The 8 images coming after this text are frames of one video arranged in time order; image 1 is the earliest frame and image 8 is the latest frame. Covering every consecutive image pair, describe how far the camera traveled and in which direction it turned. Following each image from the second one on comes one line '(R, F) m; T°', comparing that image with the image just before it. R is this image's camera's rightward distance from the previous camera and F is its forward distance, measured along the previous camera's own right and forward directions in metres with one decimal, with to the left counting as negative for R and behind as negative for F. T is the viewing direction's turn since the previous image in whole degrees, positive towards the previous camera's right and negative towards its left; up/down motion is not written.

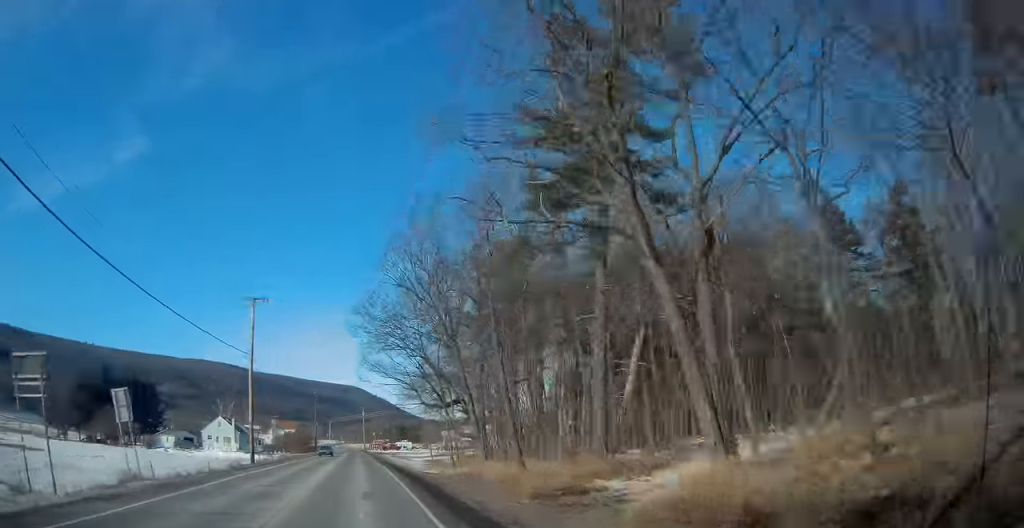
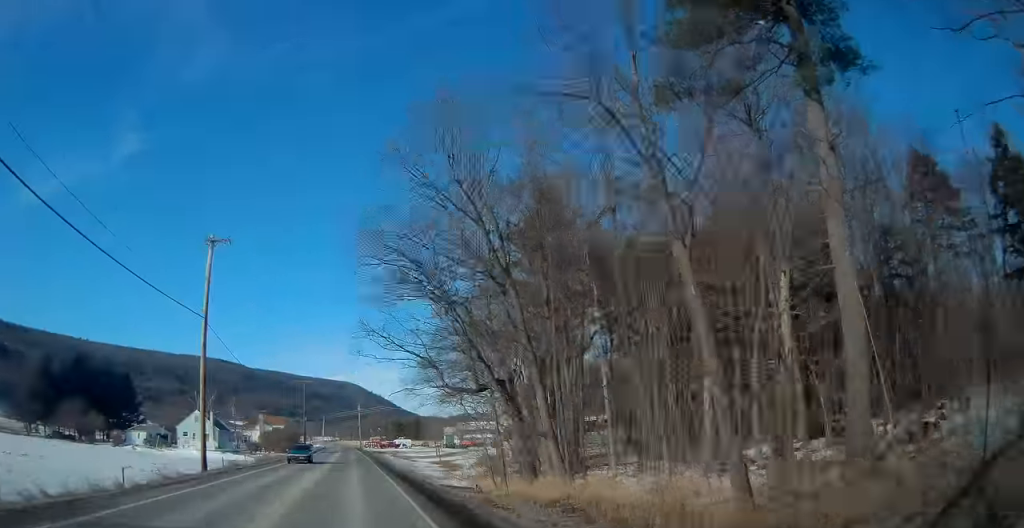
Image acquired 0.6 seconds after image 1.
(-0.2, +13.2) m; 0°
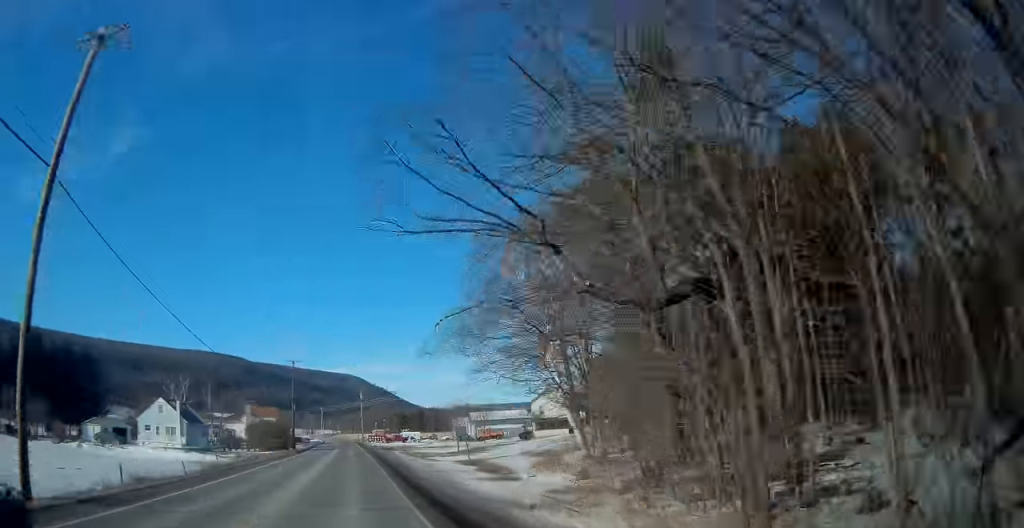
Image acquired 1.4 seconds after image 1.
(-0.2, +18.7) m; 0°
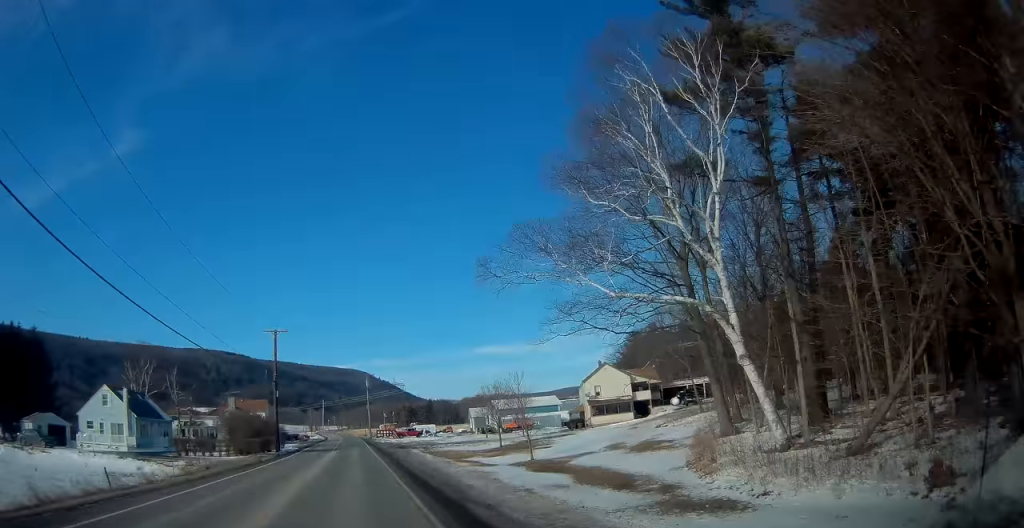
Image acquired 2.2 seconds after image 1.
(+0.2, +19.6) m; 0°
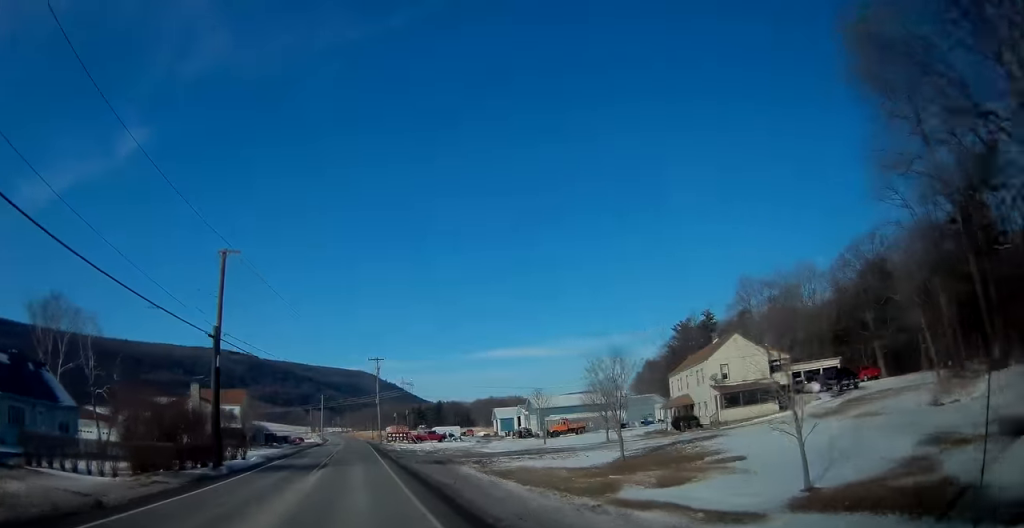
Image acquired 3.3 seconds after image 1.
(-0.2, +25.3) m; 0°
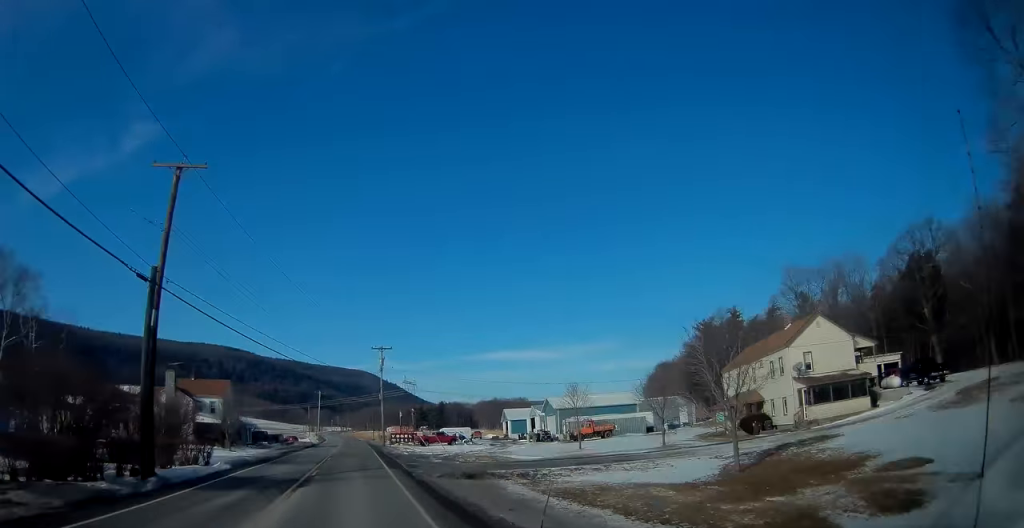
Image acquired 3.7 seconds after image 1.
(+0.1, +10.3) m; 0°
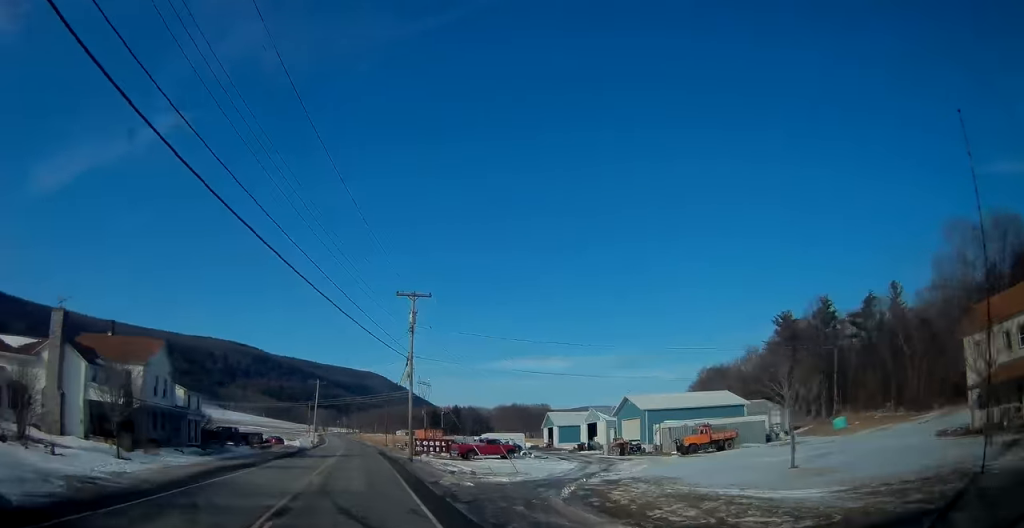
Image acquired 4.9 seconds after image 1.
(-0.3, +27.9) m; -1°
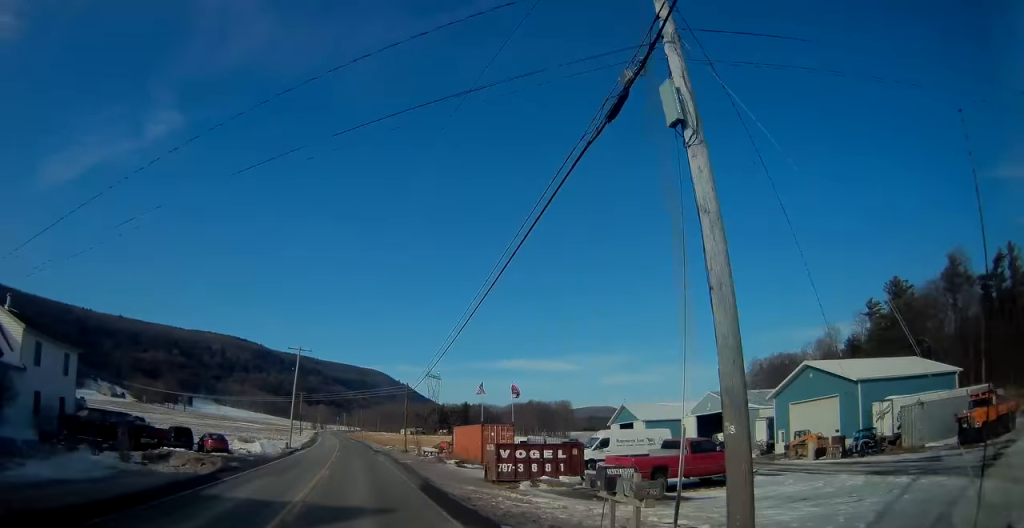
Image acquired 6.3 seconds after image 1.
(-0.1, +33.5) m; 0°
